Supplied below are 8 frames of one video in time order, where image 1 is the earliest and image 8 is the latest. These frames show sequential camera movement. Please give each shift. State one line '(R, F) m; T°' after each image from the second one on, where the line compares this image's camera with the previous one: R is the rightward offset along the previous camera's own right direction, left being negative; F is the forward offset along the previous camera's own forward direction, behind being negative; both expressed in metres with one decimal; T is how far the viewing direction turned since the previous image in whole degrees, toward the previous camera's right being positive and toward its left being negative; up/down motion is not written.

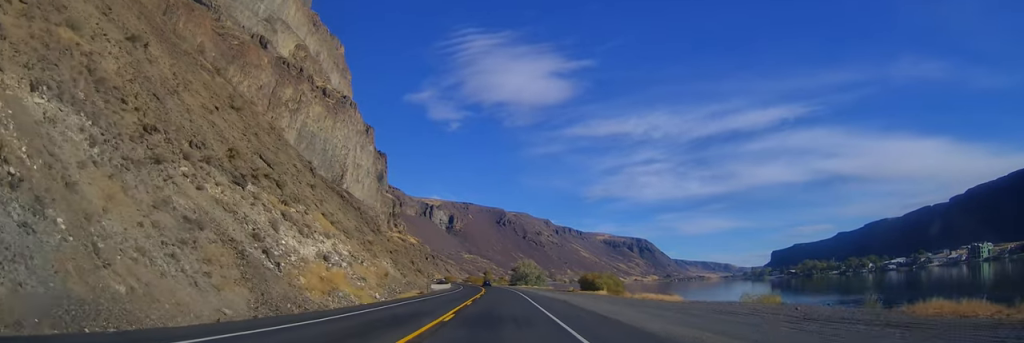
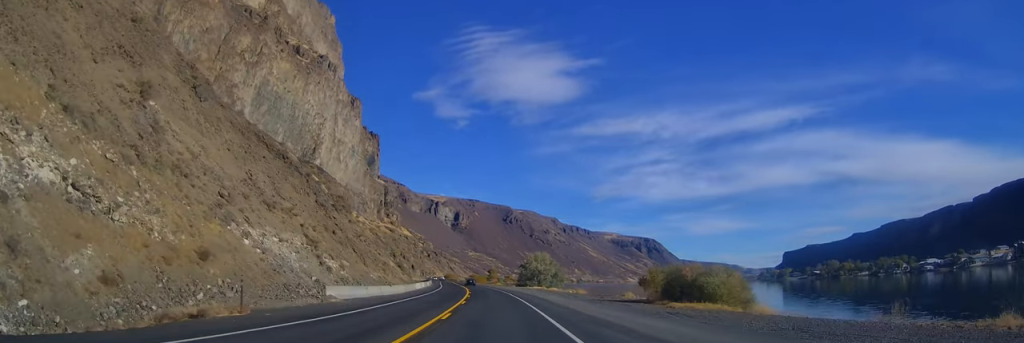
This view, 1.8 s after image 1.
(+0.9, +47.8) m; 0°
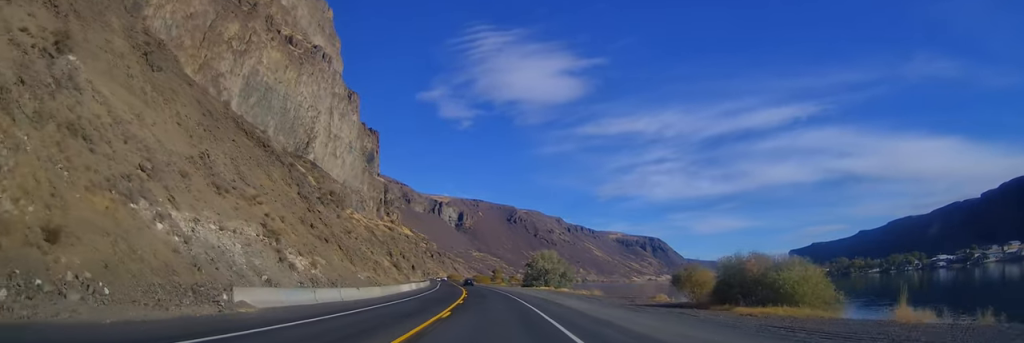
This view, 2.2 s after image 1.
(-0.3, +11.5) m; -1°
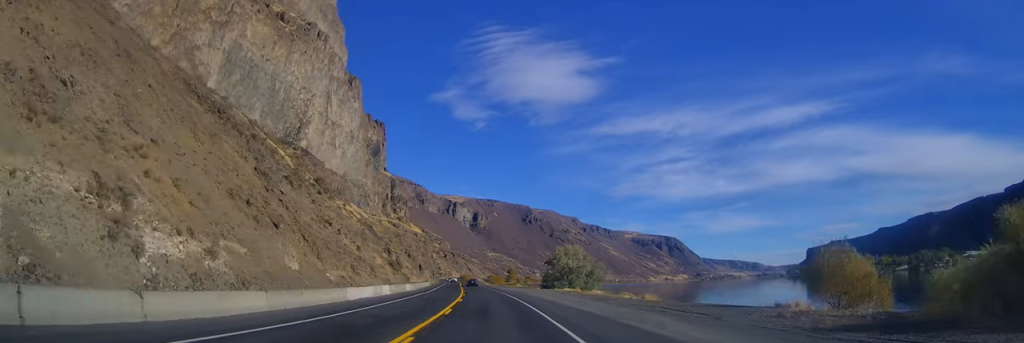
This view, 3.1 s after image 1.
(-0.3, +22.9) m; -1°
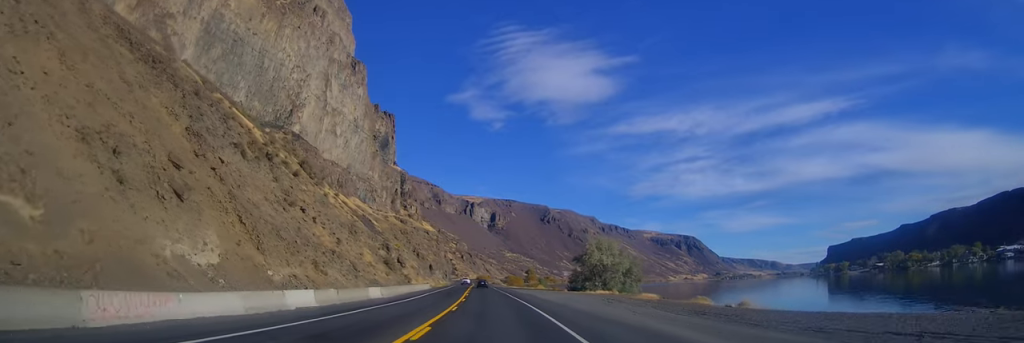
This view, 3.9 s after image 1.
(0.0, +21.9) m; -2°
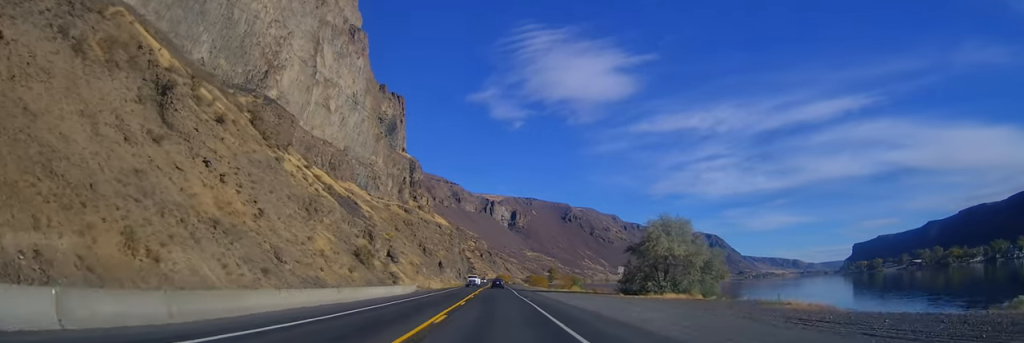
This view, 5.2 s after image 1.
(-1.3, +31.7) m; -3°
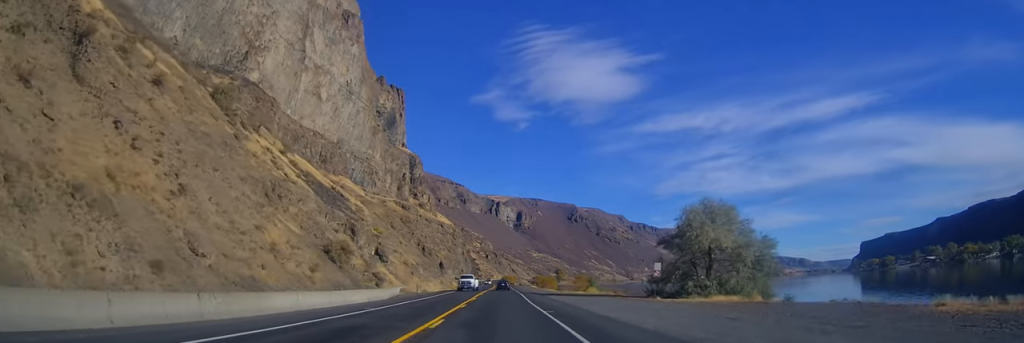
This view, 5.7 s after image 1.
(-0.5, +13.6) m; 0°
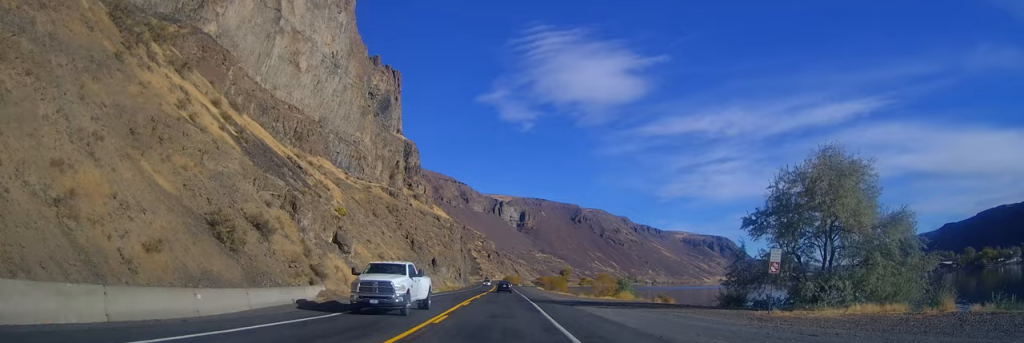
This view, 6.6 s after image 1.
(+0.7, +22.9) m; 0°
